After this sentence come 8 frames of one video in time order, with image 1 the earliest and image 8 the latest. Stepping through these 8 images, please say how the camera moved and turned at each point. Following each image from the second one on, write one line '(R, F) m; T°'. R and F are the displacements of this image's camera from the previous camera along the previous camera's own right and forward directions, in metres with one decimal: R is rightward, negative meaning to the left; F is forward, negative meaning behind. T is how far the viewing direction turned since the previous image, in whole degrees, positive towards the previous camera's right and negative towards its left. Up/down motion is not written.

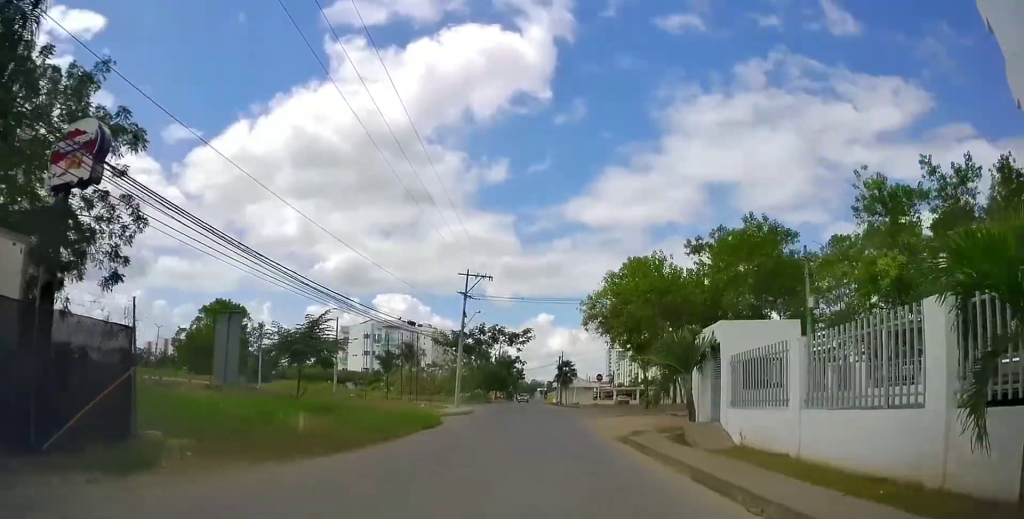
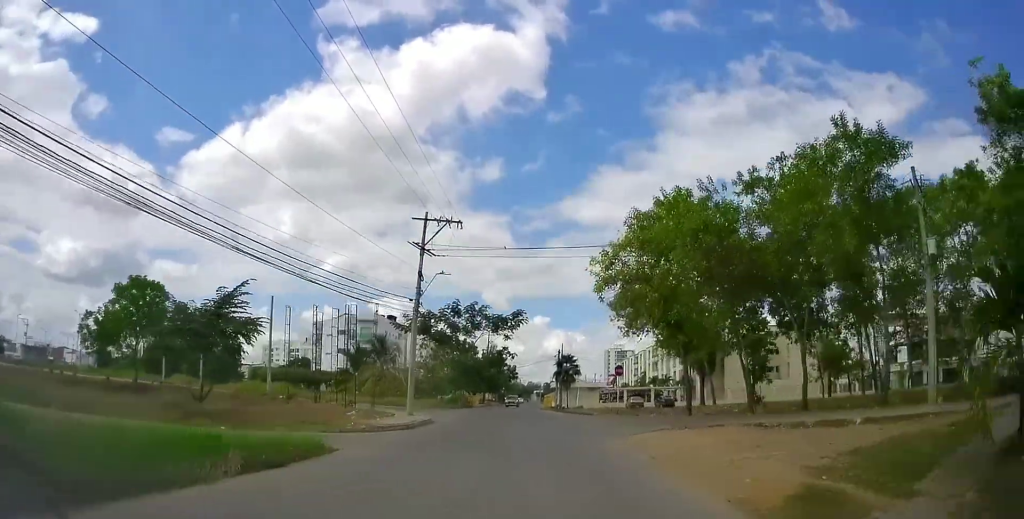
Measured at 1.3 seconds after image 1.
(+0.2, +14.3) m; +1°
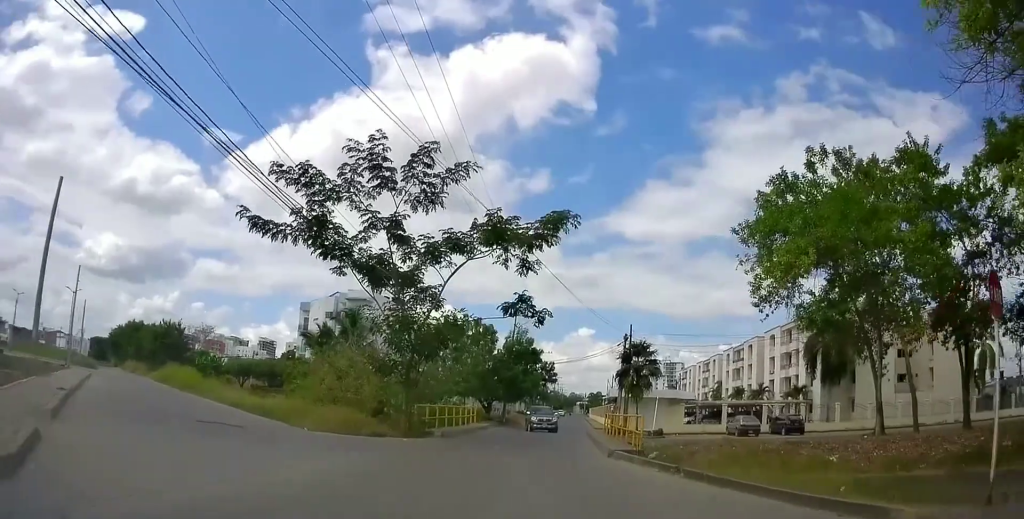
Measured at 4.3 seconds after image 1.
(-1.1, +28.1) m; -9°
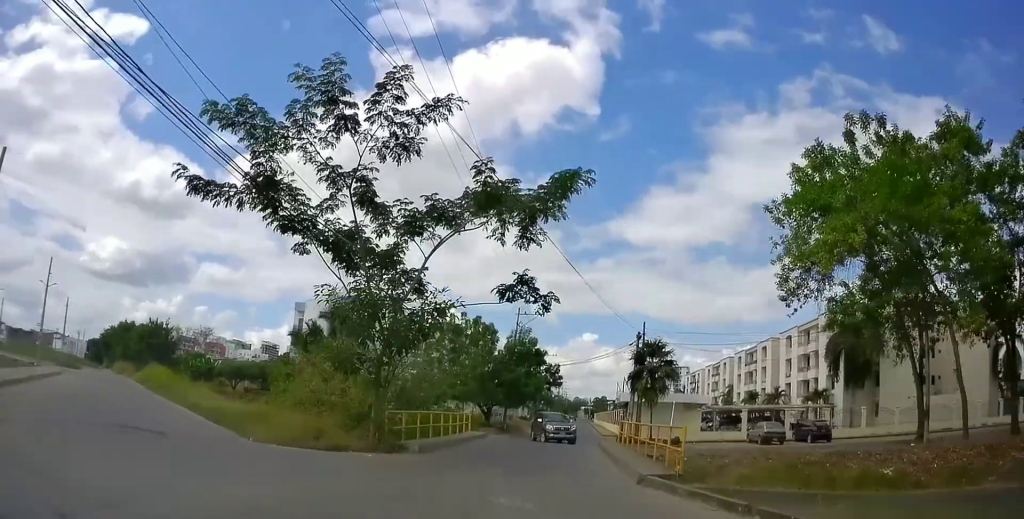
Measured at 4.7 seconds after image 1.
(-0.1, +3.8) m; 0°
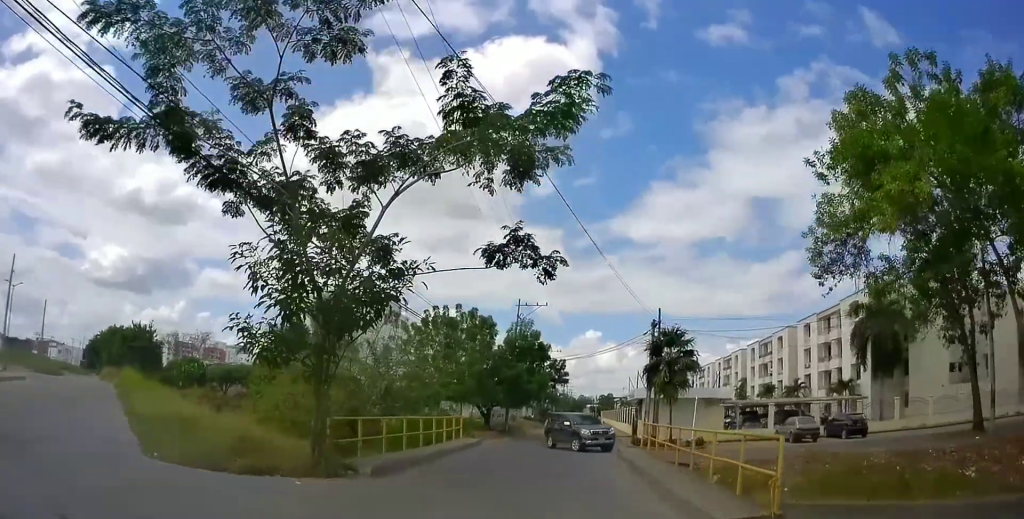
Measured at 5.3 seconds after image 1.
(-0.1, +4.2) m; +2°
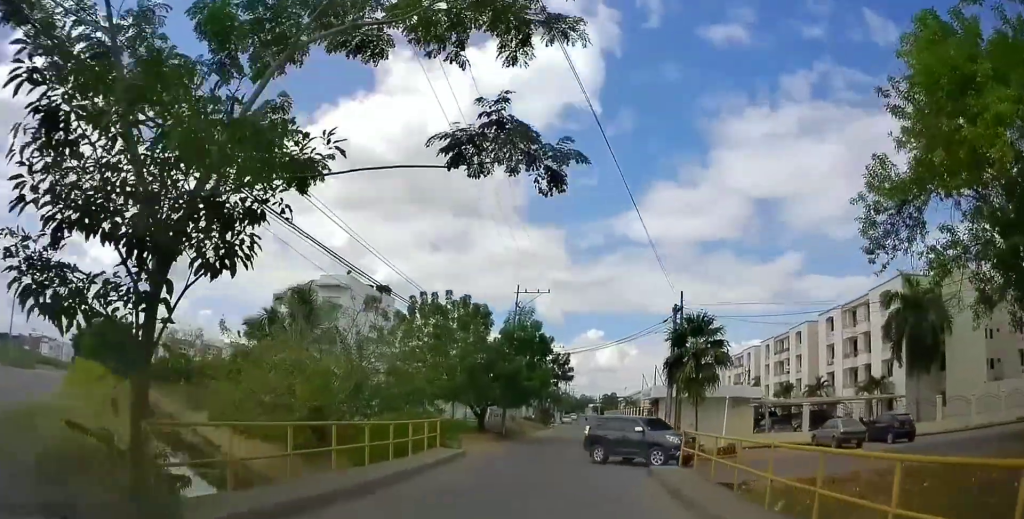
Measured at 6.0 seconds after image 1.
(+0.3, +5.2) m; +2°
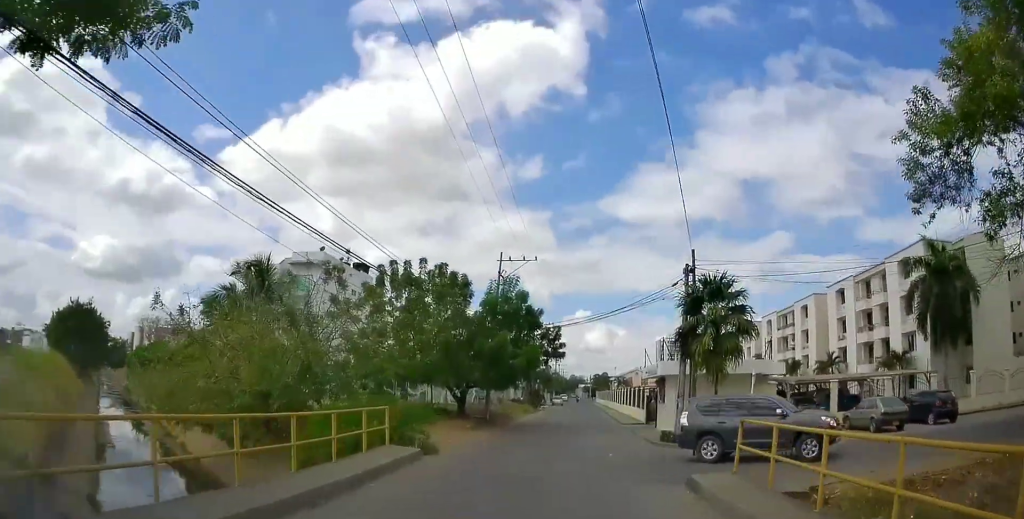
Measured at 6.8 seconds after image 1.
(+0.2, +4.9) m; +1°
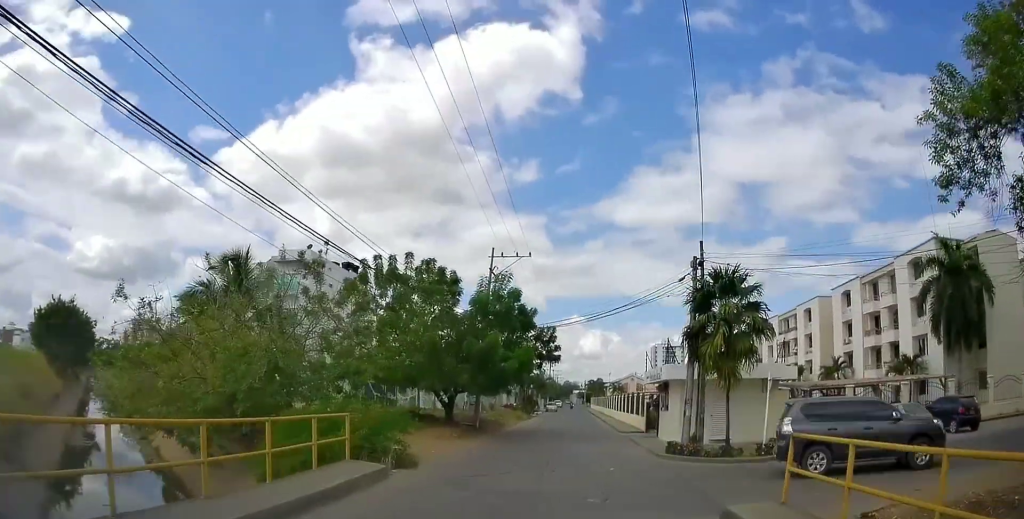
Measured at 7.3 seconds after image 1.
(-0.2, +2.4) m; 0°
